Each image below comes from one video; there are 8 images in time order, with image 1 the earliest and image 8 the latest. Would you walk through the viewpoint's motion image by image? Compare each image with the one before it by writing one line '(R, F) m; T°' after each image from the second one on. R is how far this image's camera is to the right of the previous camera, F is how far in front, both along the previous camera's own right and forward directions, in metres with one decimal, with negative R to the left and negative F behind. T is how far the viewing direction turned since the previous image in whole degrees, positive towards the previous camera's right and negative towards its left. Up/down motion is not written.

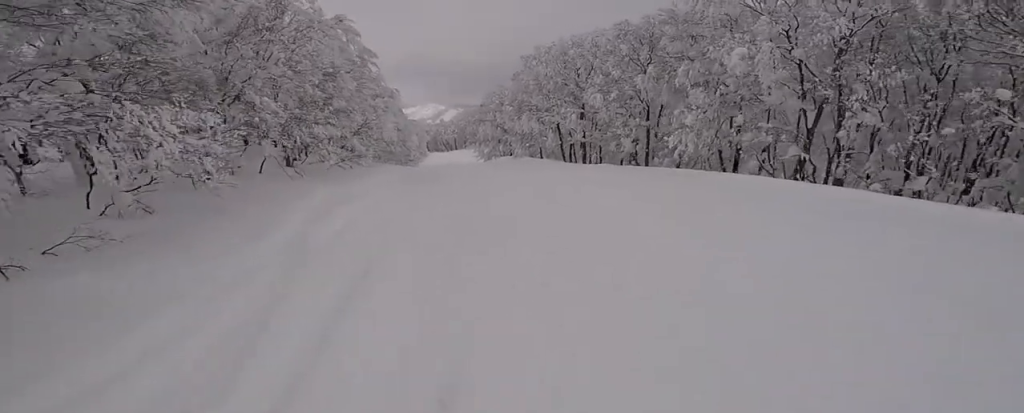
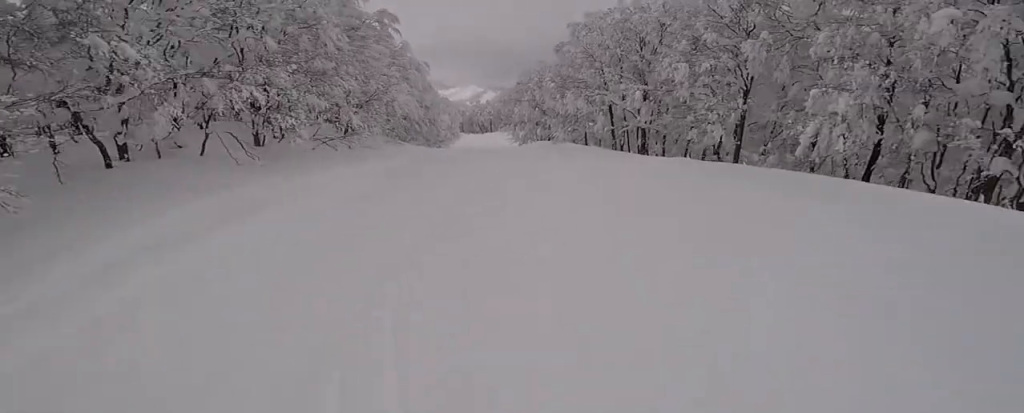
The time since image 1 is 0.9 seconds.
(+0.8, +5.7) m; -7°
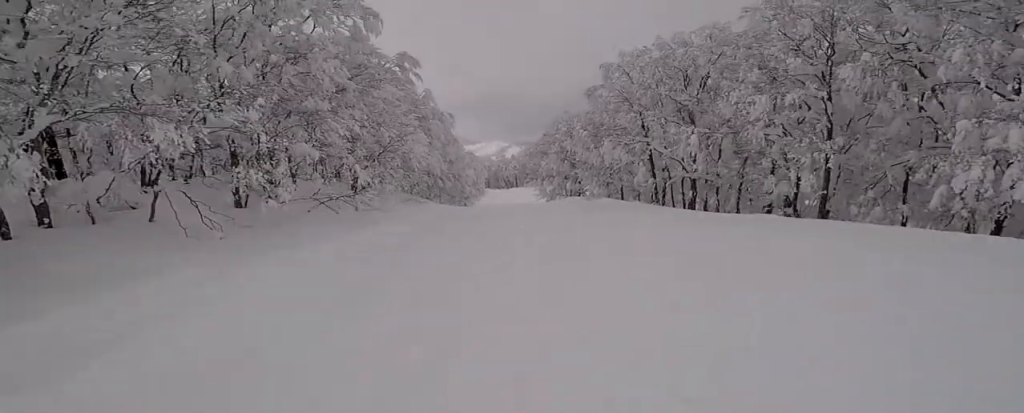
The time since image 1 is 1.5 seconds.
(-1.0, +3.6) m; -5°
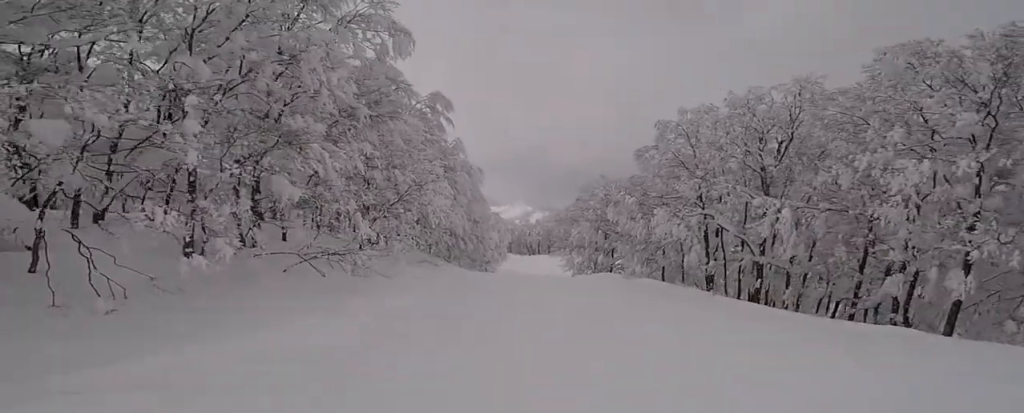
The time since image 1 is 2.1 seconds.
(-0.4, +3.9) m; -3°
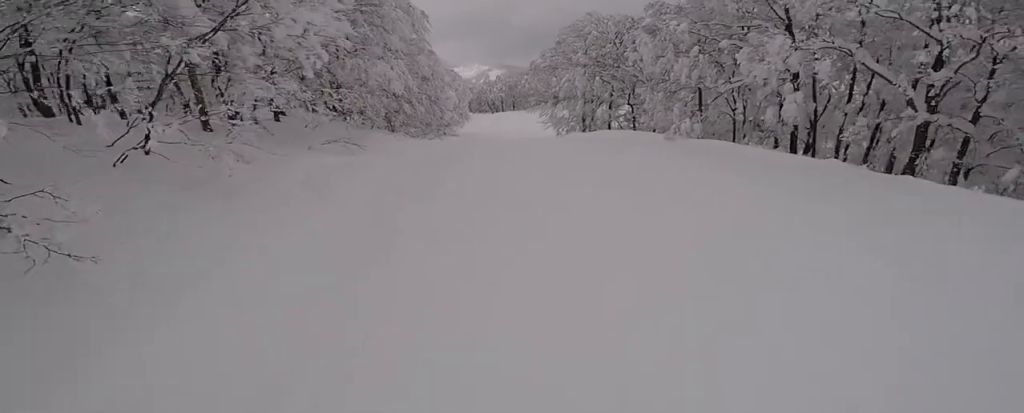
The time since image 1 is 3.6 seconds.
(0.0, +10.0) m; 0°
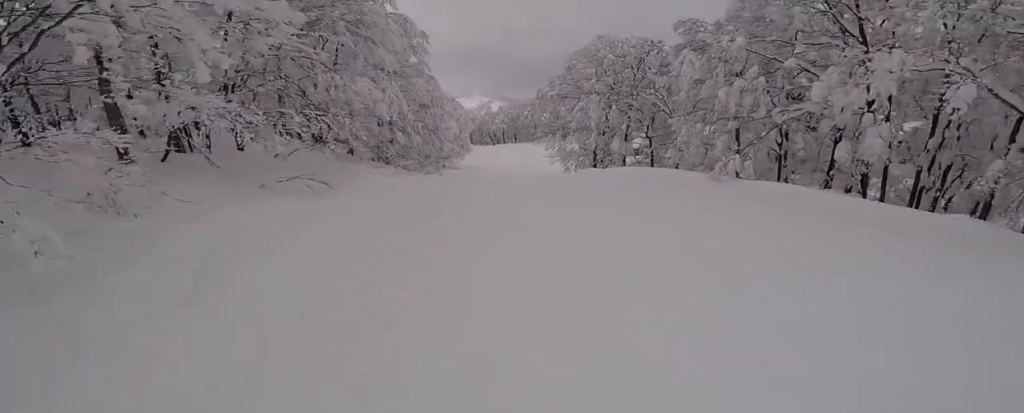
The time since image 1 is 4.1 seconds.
(-0.1, +3.5) m; +2°
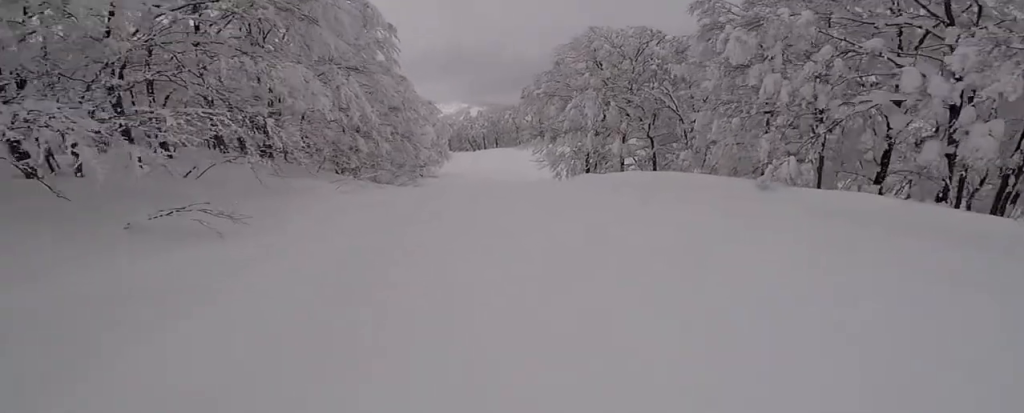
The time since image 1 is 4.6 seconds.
(+0.4, +3.8) m; +4°
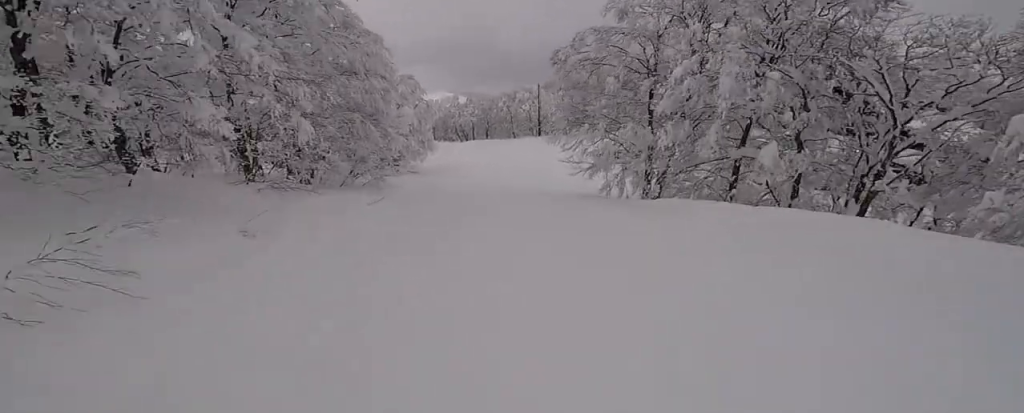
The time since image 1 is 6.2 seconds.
(+0.5, +12.6) m; +2°
